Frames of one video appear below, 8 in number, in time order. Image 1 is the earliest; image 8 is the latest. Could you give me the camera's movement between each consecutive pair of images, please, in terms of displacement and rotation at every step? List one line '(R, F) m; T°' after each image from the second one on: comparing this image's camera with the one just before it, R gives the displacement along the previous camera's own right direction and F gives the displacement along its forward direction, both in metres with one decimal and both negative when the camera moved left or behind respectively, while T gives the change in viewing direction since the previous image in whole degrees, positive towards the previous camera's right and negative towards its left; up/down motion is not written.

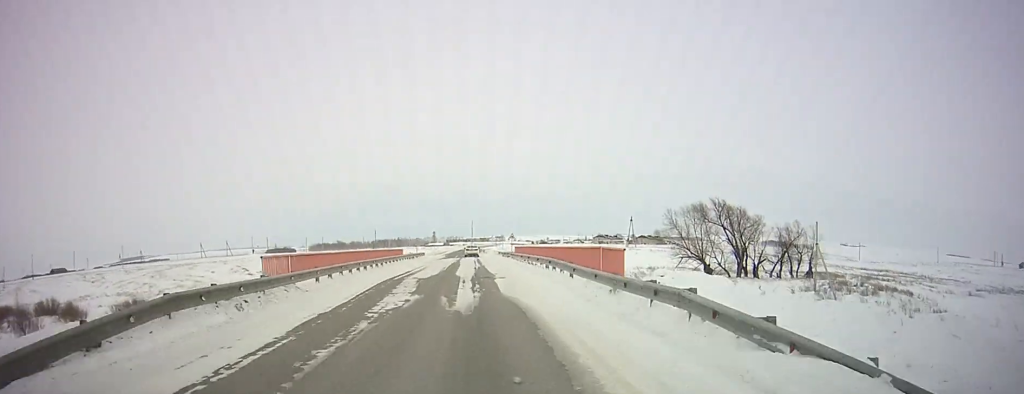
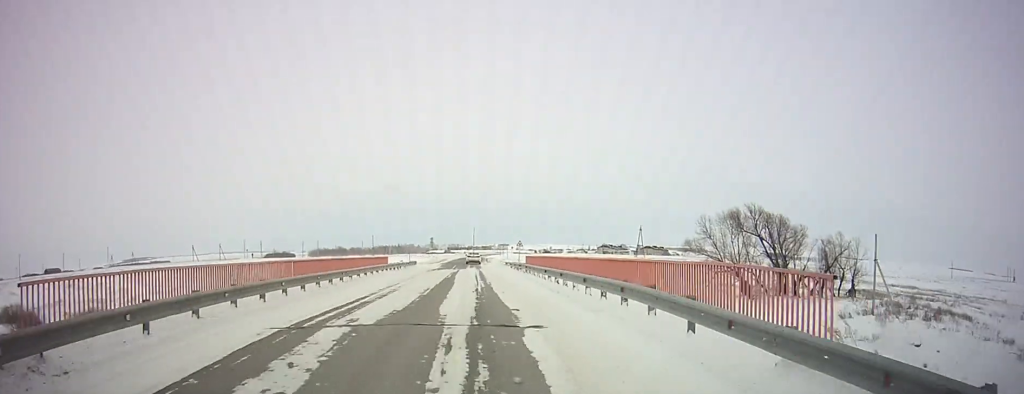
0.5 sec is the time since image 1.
(0.0, +12.1) m; 0°
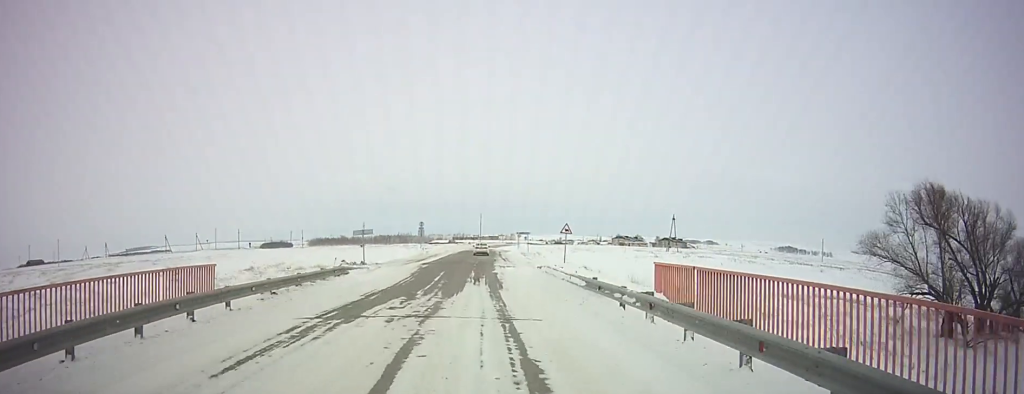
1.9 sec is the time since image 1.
(+0.2, +36.1) m; 0°
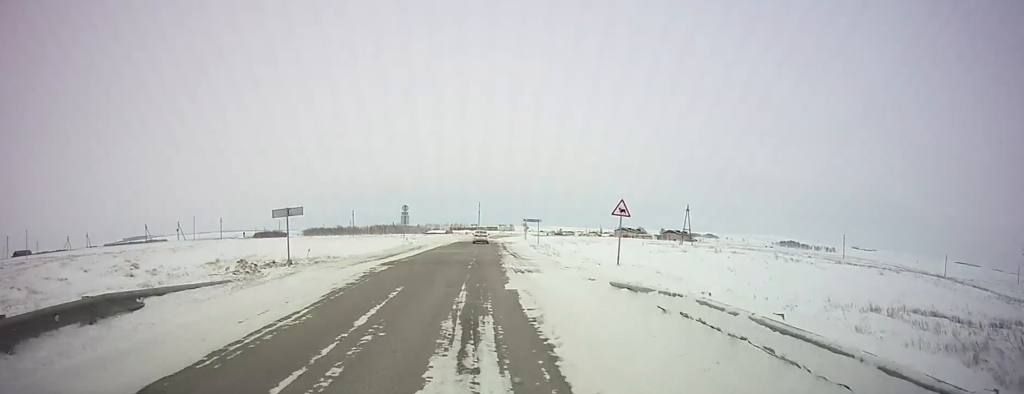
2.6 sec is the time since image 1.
(0.0, +17.2) m; 0°
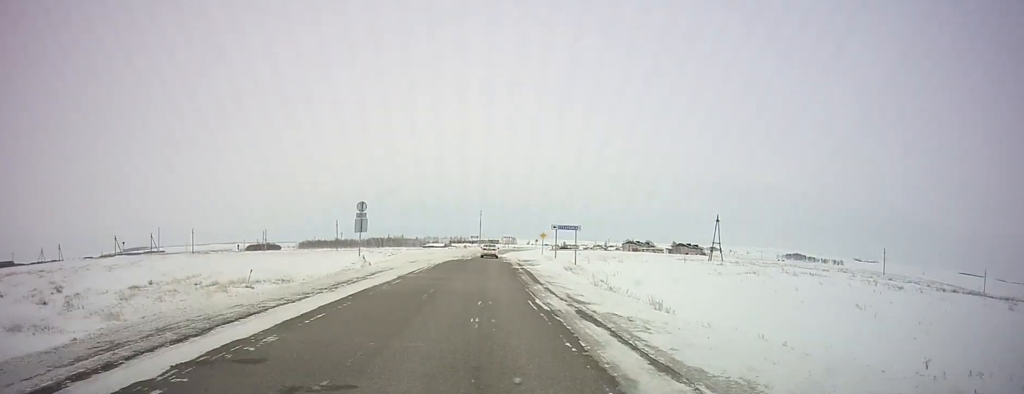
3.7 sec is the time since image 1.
(-0.2, +26.3) m; 0°
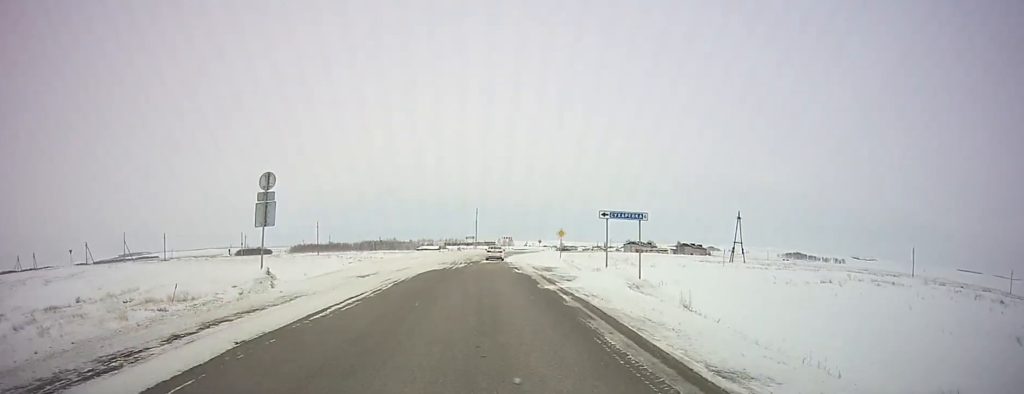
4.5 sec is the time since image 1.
(0.0, +18.6) m; 0°
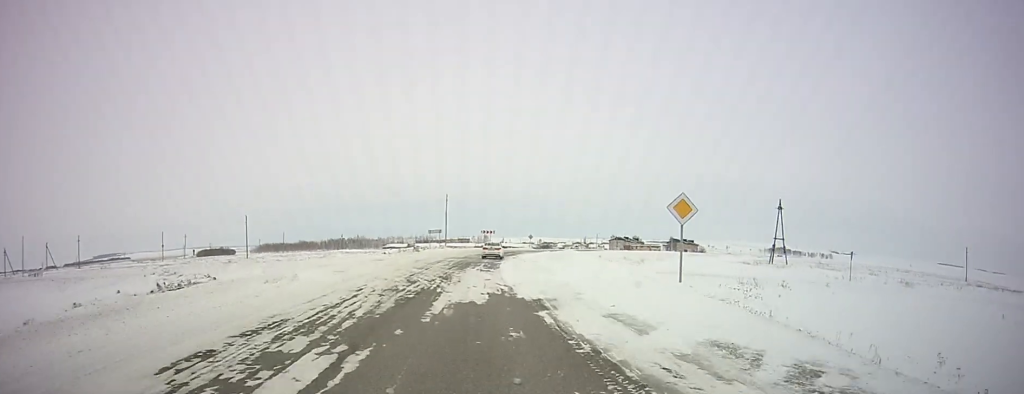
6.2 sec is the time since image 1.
(0.0, +37.6) m; 0°
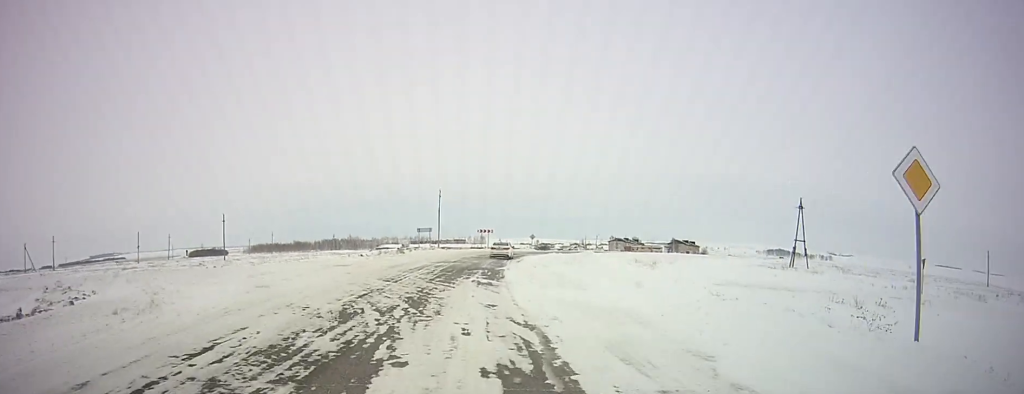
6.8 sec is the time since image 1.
(0.0, +11.8) m; 0°
